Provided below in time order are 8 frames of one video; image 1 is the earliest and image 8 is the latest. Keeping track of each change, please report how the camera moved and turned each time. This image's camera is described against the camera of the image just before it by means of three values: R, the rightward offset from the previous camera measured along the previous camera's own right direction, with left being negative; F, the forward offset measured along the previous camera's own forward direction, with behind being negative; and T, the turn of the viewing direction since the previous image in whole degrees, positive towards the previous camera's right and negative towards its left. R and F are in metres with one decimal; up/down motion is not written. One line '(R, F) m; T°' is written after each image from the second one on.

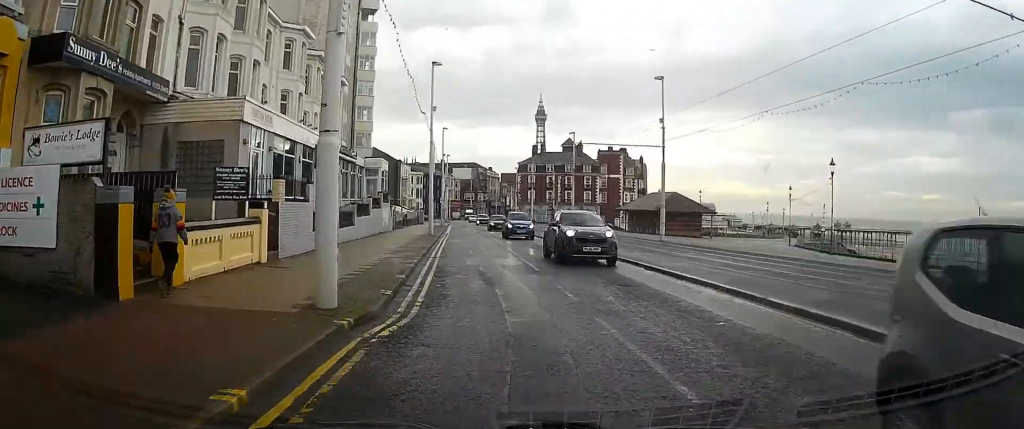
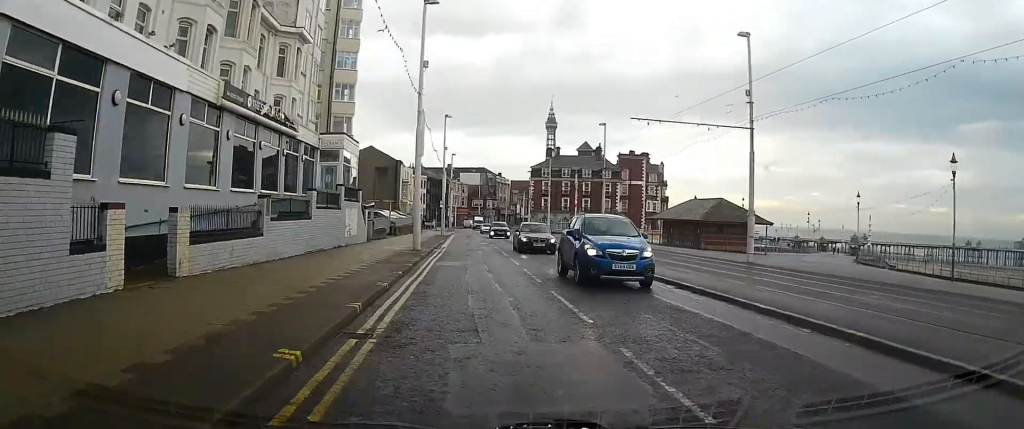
(0.0, +13.7) m; 0°
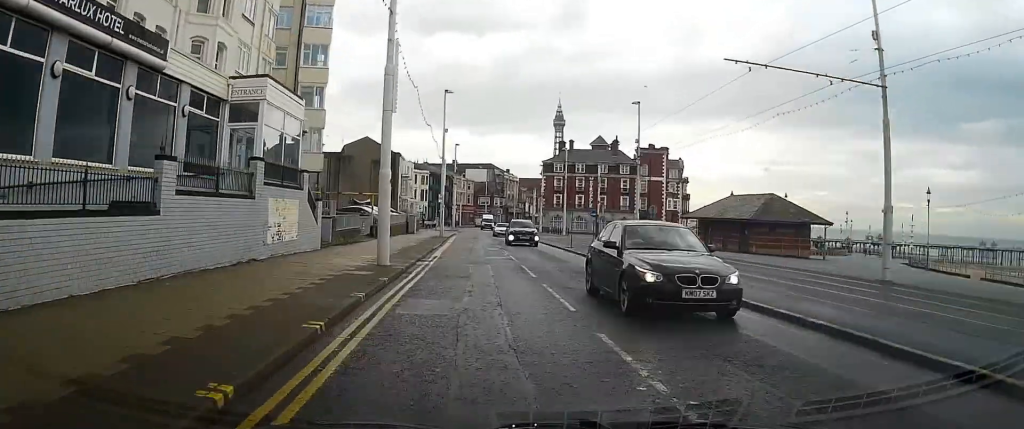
(0.0, +11.0) m; -1°
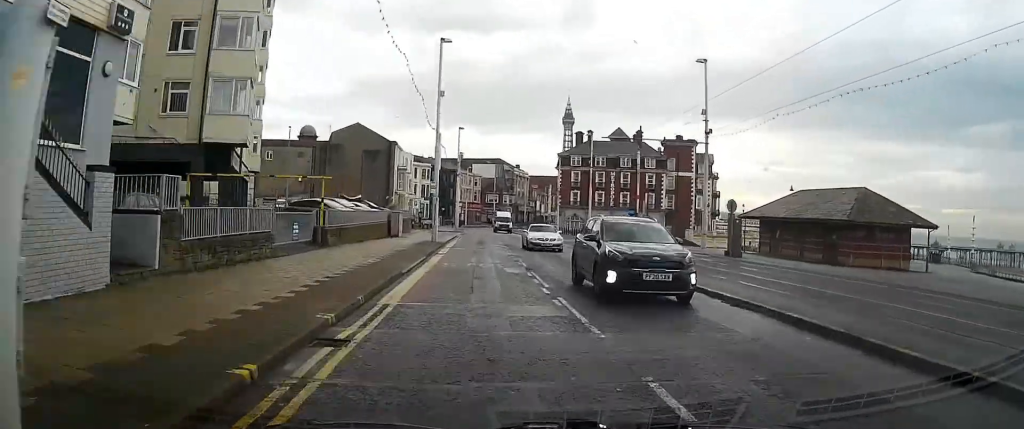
(-0.1, +14.0) m; 0°
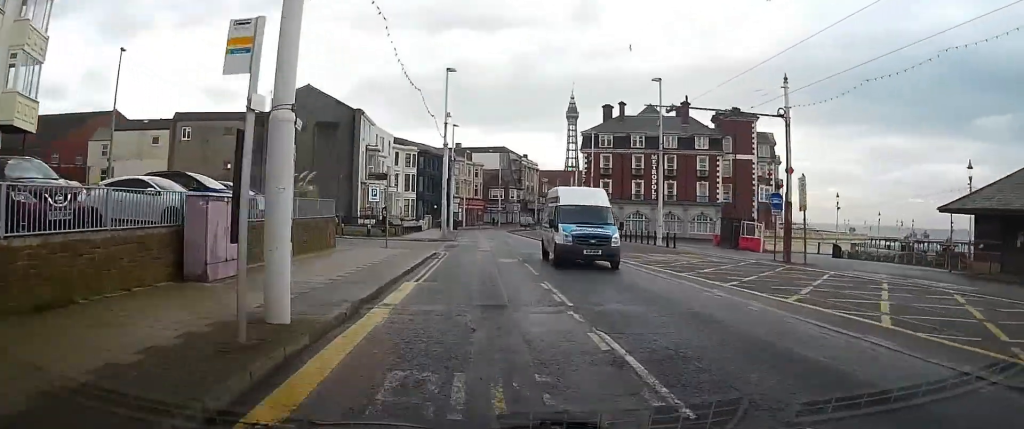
(+0.1, +27.0) m; 0°
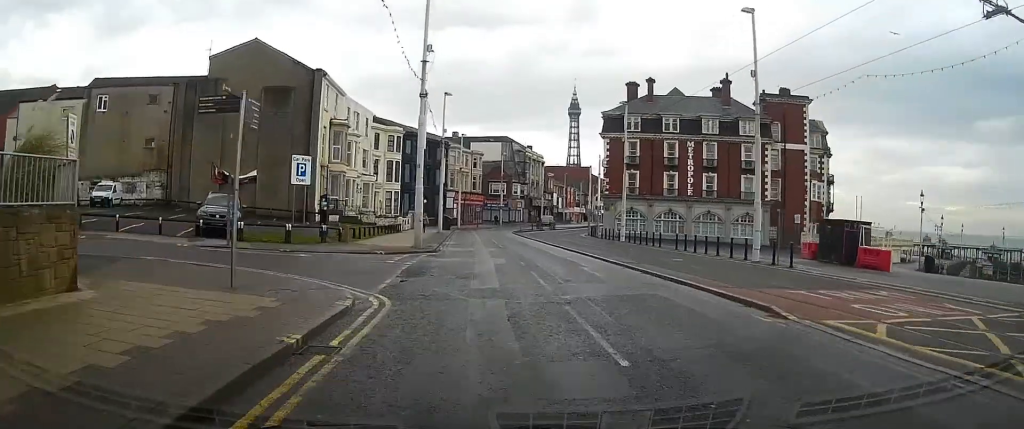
(-0.2, +16.1) m; -1°
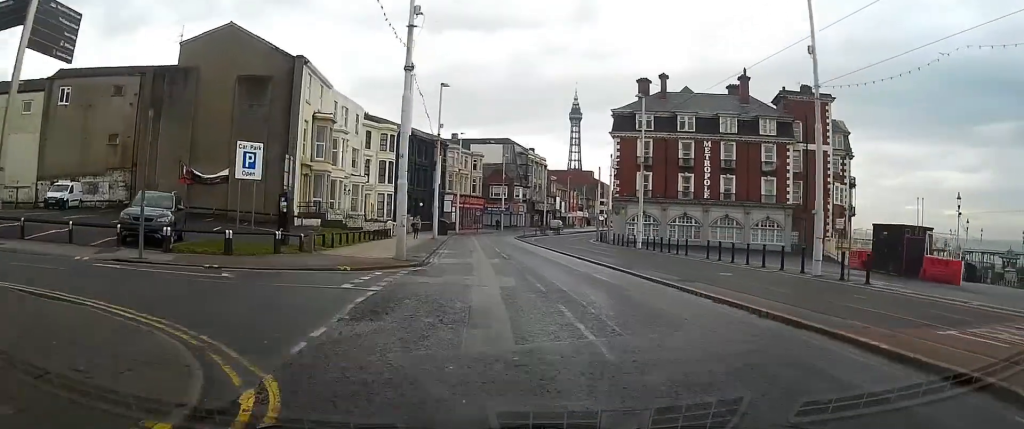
(0.0, +5.5) m; 0°
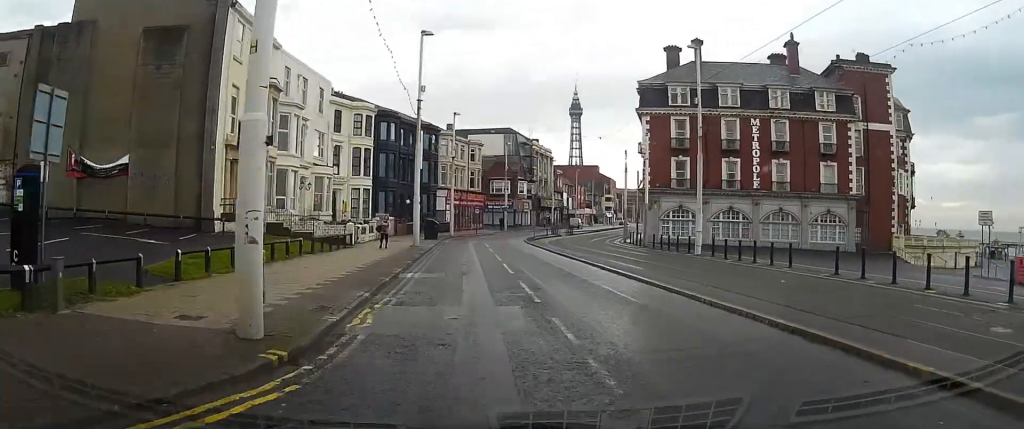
(0.0, +13.0) m; 0°
